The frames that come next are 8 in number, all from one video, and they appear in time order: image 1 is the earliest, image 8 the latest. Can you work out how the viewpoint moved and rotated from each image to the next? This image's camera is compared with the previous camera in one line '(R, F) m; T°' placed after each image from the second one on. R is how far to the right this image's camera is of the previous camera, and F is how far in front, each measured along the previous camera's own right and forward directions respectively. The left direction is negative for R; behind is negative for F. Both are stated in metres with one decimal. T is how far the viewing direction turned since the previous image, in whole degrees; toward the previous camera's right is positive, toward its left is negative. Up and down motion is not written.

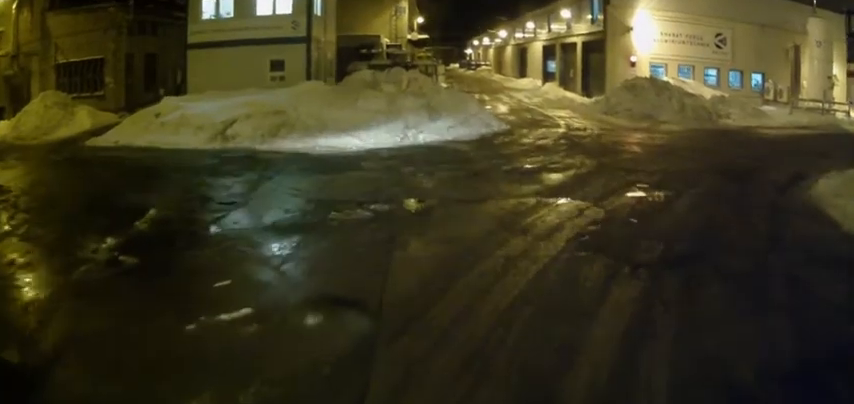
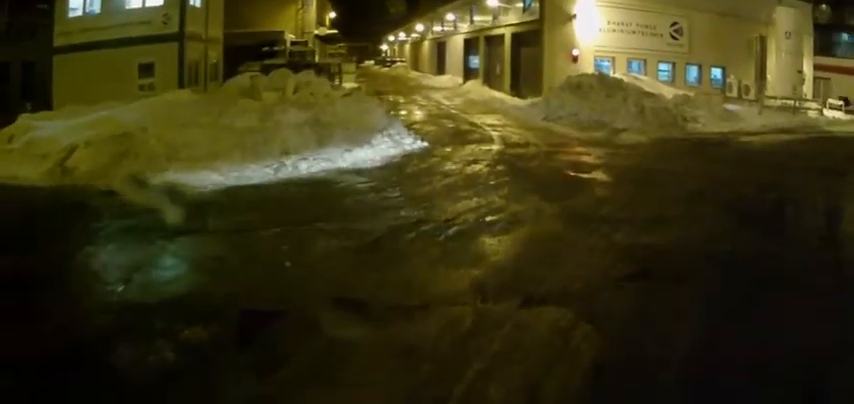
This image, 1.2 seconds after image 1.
(+0.2, +5.5) m; +3°
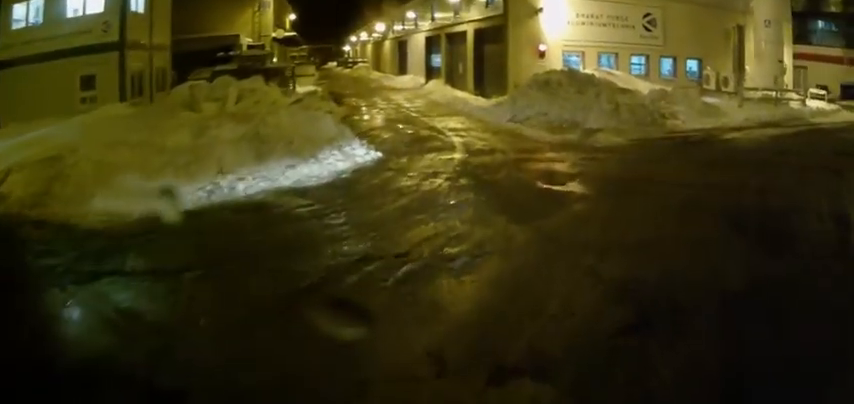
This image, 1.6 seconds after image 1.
(0.0, +1.8) m; +6°
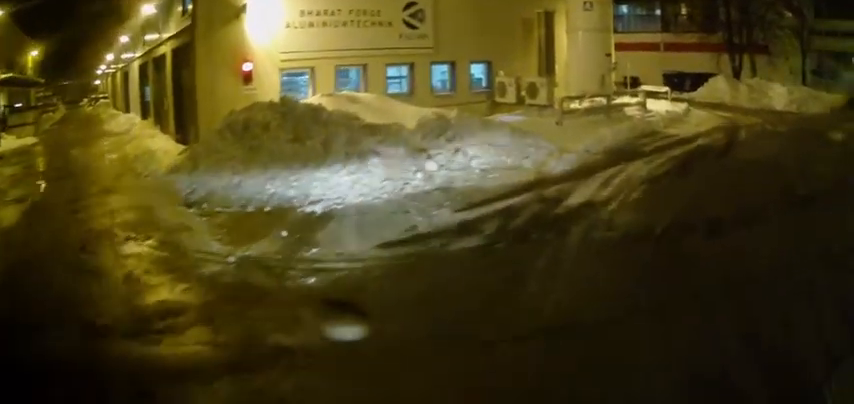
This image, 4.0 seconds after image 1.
(+2.5, +8.7) m; +29°
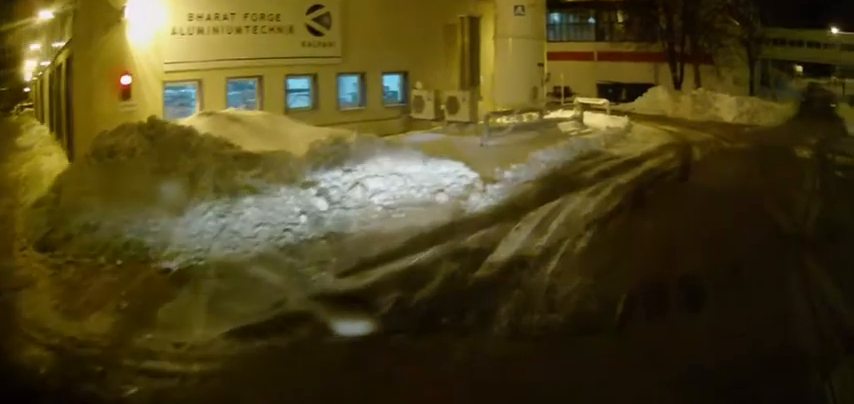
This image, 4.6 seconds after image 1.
(+0.1, +2.4) m; +8°
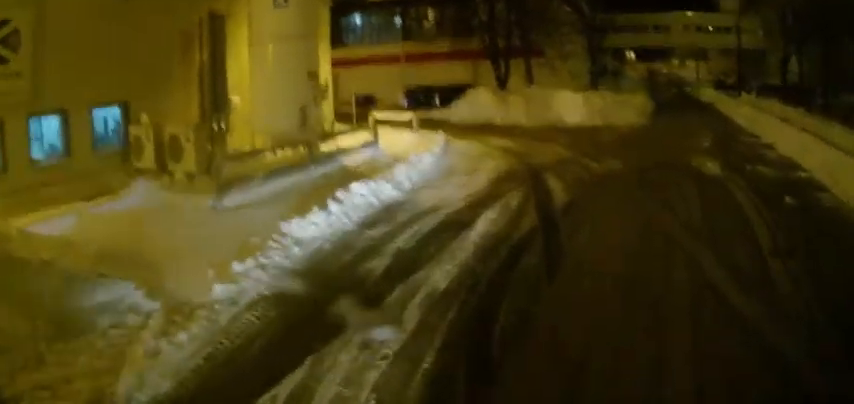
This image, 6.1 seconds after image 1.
(+1.0, +4.8) m; +22°
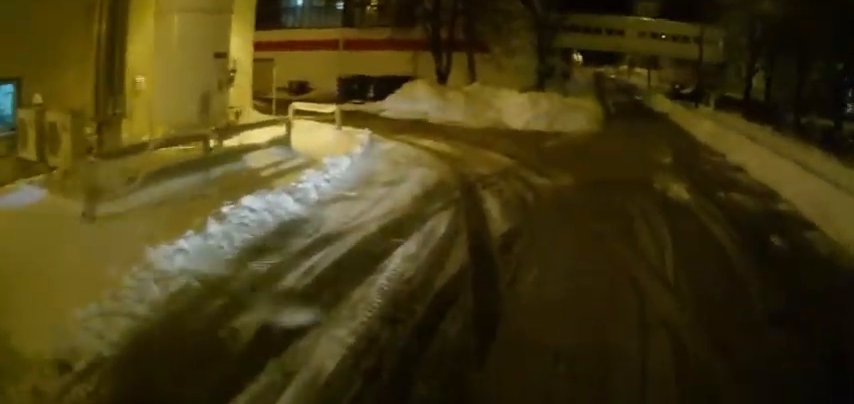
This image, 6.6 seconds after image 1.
(0.0, +1.6) m; +1°
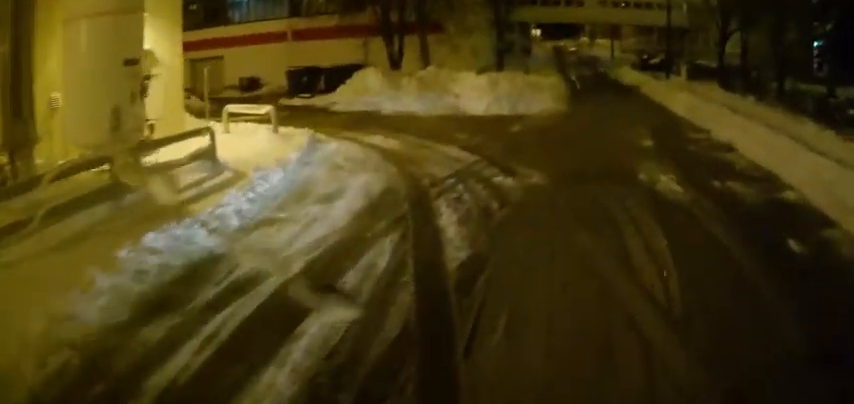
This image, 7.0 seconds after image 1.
(0.0, +1.4) m; +1°
